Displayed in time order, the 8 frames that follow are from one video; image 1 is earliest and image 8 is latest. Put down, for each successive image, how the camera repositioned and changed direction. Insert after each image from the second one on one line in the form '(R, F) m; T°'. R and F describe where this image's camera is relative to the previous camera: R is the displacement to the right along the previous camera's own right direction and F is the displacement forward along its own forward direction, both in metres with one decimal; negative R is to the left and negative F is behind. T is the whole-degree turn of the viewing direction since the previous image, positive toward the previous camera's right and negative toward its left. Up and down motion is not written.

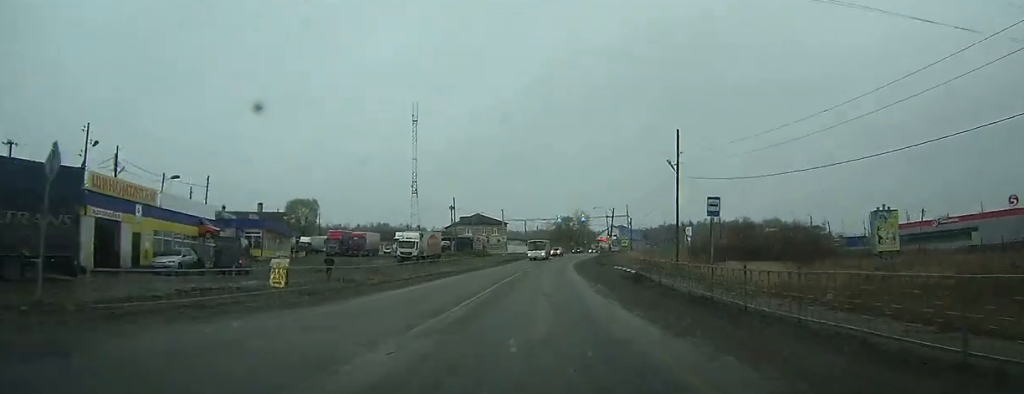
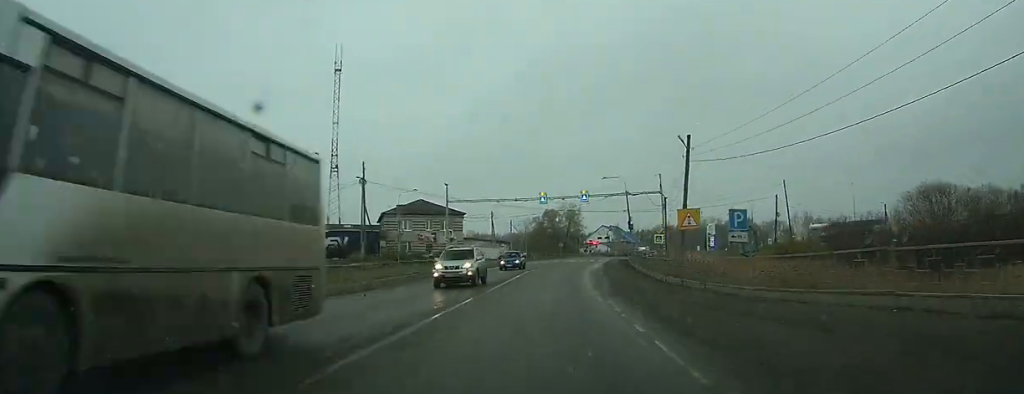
(+0.2, +46.3) m; +1°
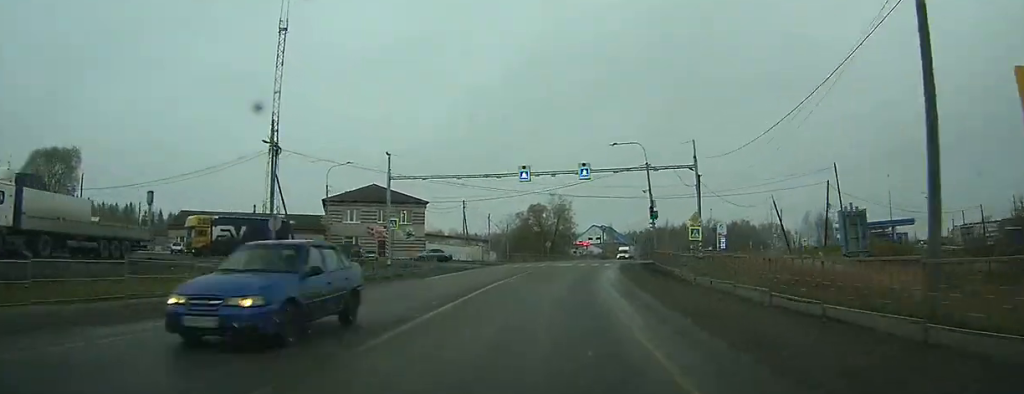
(0.0, +19.4) m; +1°
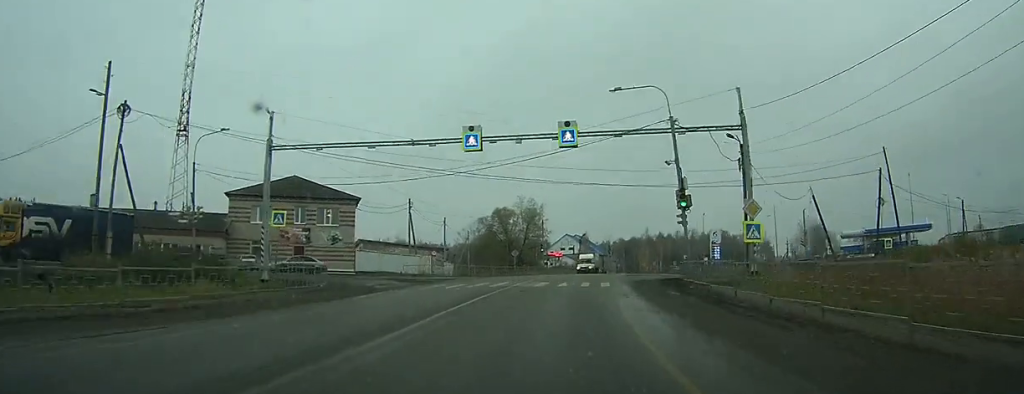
(+0.3, +18.1) m; +2°
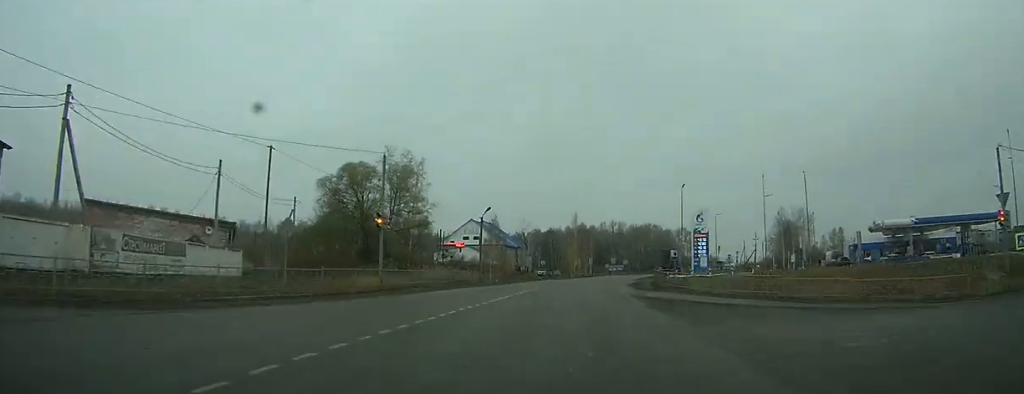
(+2.0, +46.7) m; +6°
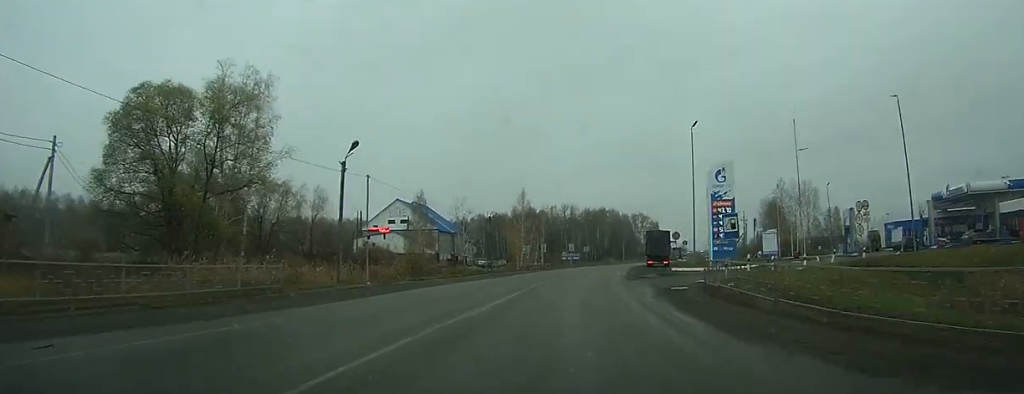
(+1.5, +30.0) m; +5°
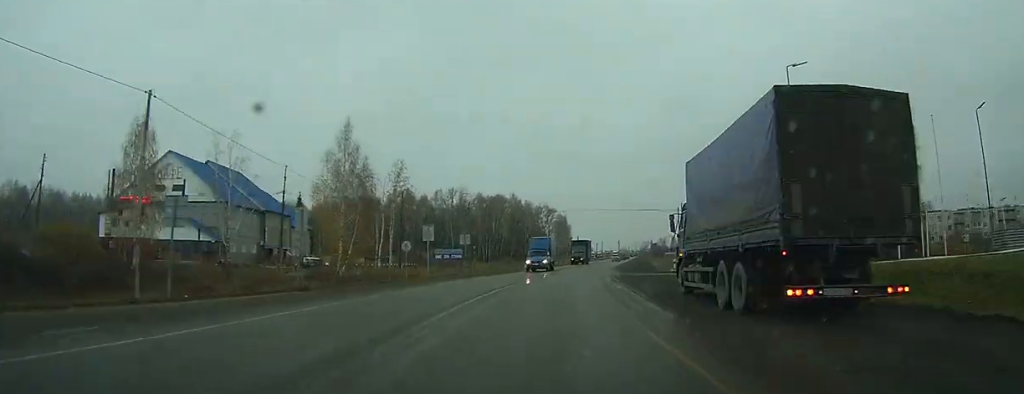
(+5.2, +57.7) m; +10°
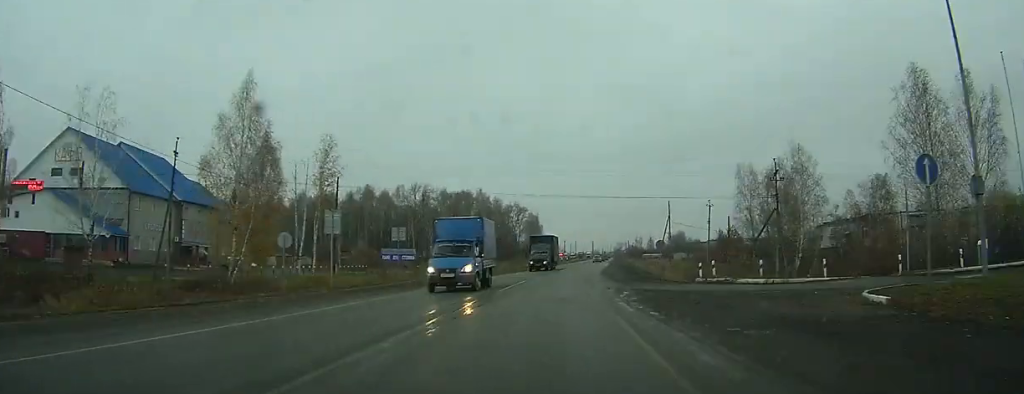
(0.0, +15.4) m; +3°
